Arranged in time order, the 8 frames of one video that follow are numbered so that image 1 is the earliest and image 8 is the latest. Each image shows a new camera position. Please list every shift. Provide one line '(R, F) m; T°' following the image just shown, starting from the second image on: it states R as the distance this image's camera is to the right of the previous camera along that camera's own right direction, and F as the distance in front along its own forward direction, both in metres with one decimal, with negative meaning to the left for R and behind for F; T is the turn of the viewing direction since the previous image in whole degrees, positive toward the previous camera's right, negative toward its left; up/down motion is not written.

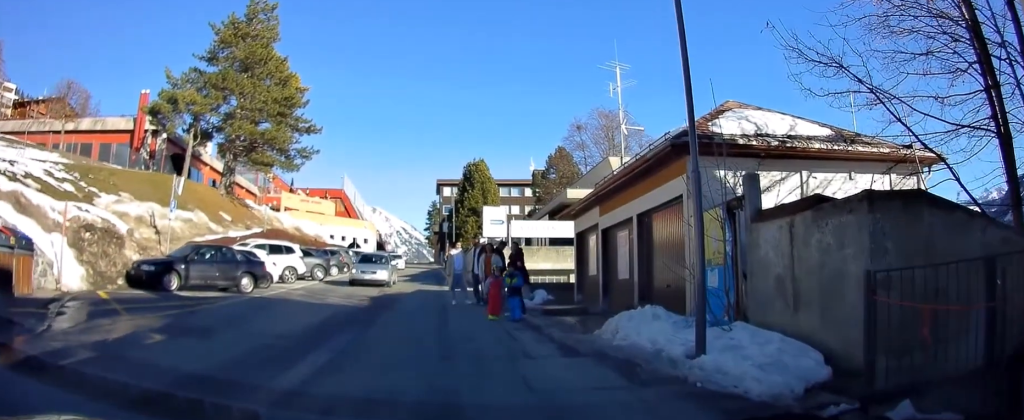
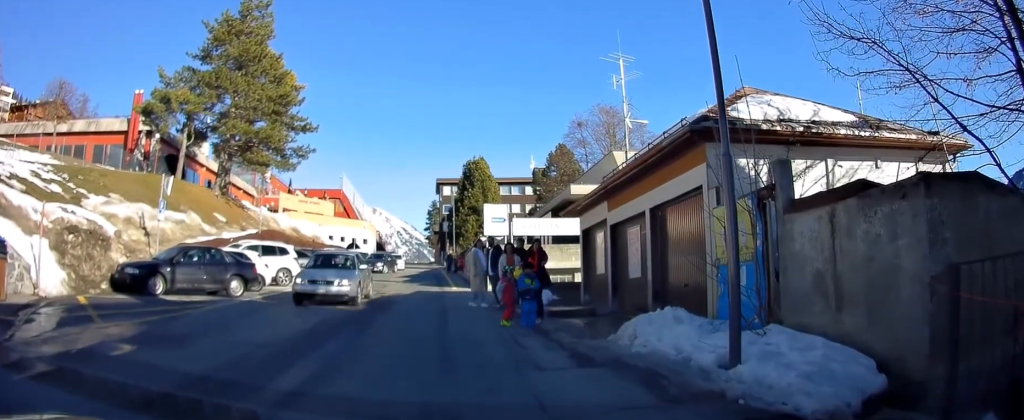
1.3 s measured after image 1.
(+0.3, +1.1) m; 0°
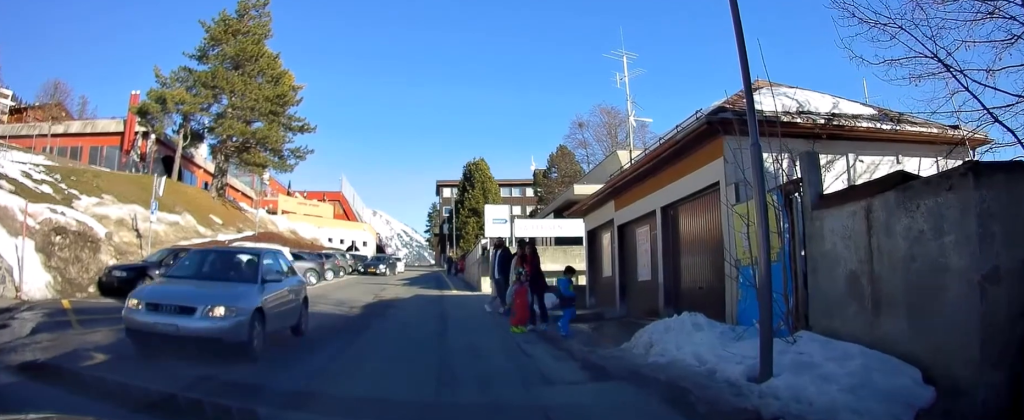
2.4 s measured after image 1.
(-0.1, +0.9) m; 0°
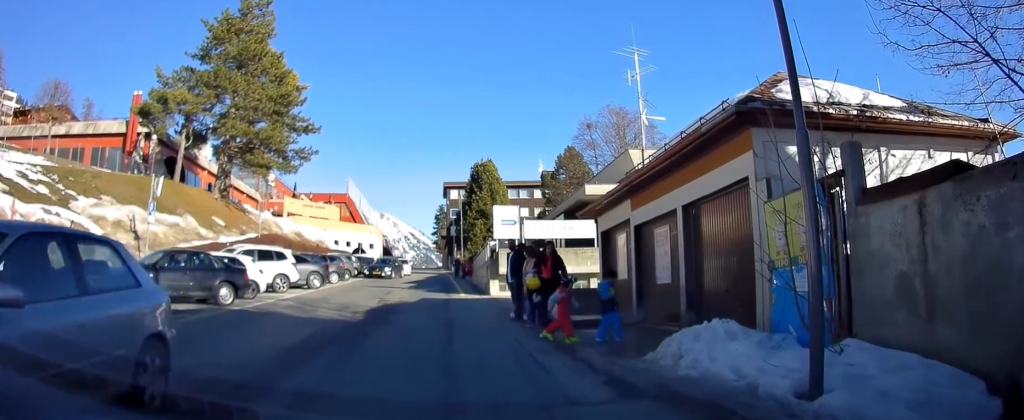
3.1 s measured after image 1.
(-0.1, +0.8) m; -5°
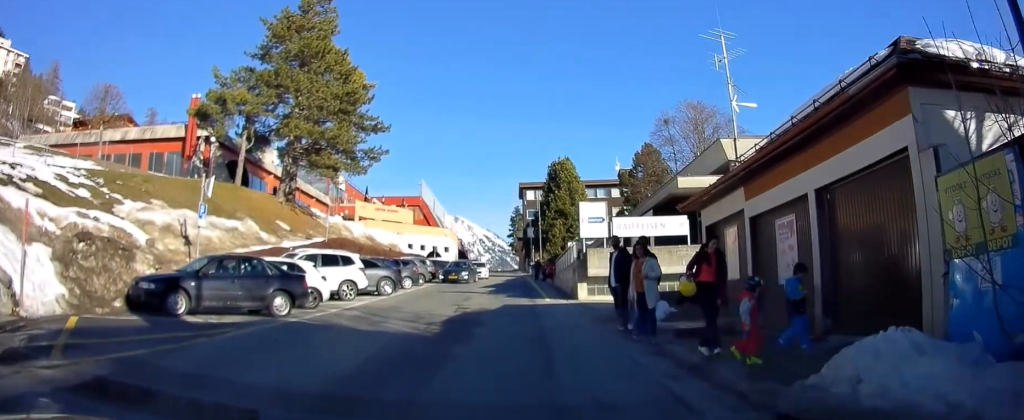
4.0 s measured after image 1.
(-0.1, +1.7) m; -8°
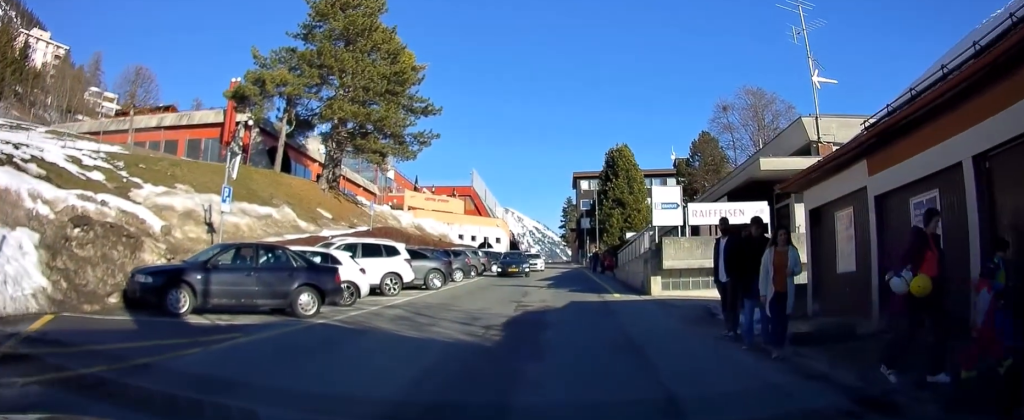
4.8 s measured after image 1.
(-0.1, +2.2) m; -2°
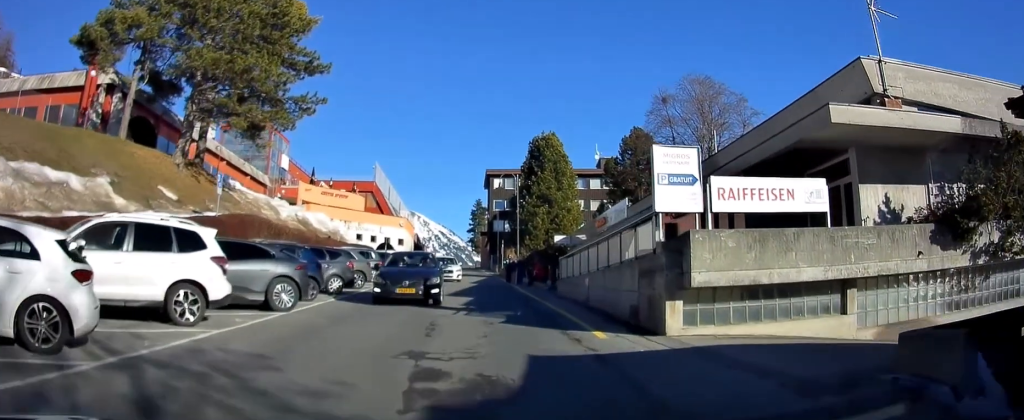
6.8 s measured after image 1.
(+1.1, +7.7) m; +15°
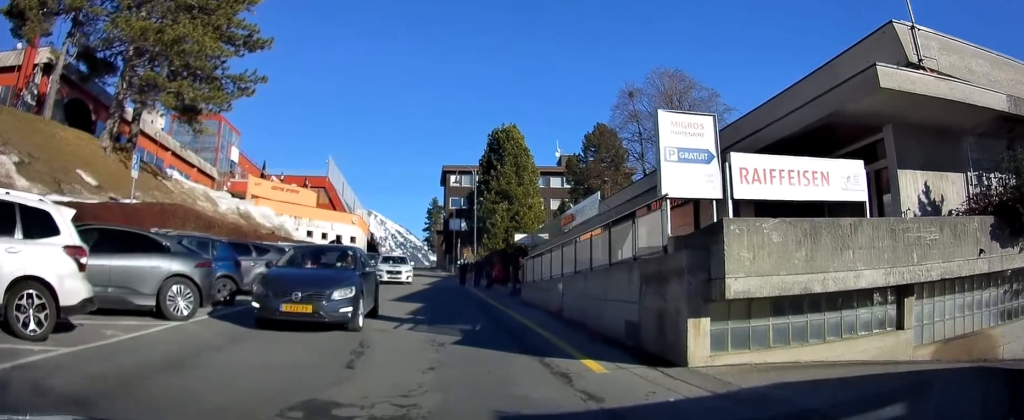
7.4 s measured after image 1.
(+0.1, +3.0) m; +1°
